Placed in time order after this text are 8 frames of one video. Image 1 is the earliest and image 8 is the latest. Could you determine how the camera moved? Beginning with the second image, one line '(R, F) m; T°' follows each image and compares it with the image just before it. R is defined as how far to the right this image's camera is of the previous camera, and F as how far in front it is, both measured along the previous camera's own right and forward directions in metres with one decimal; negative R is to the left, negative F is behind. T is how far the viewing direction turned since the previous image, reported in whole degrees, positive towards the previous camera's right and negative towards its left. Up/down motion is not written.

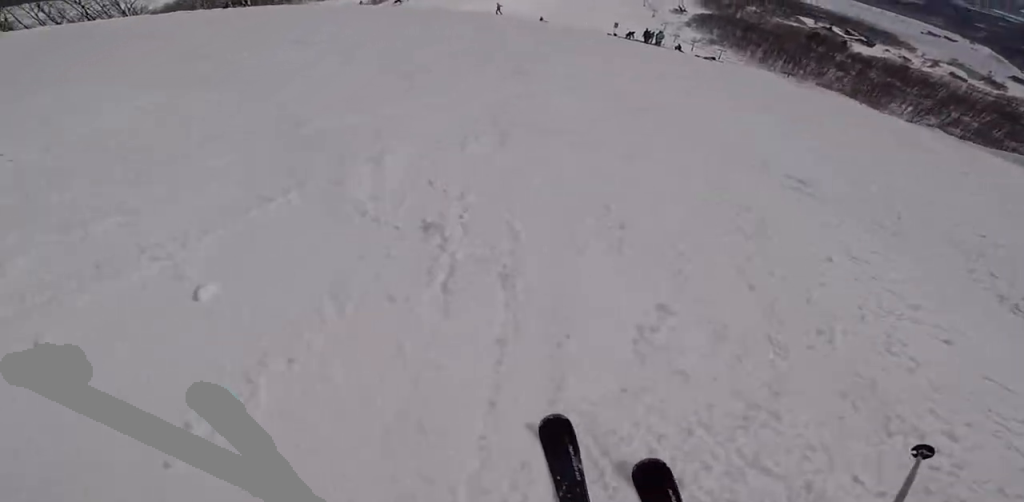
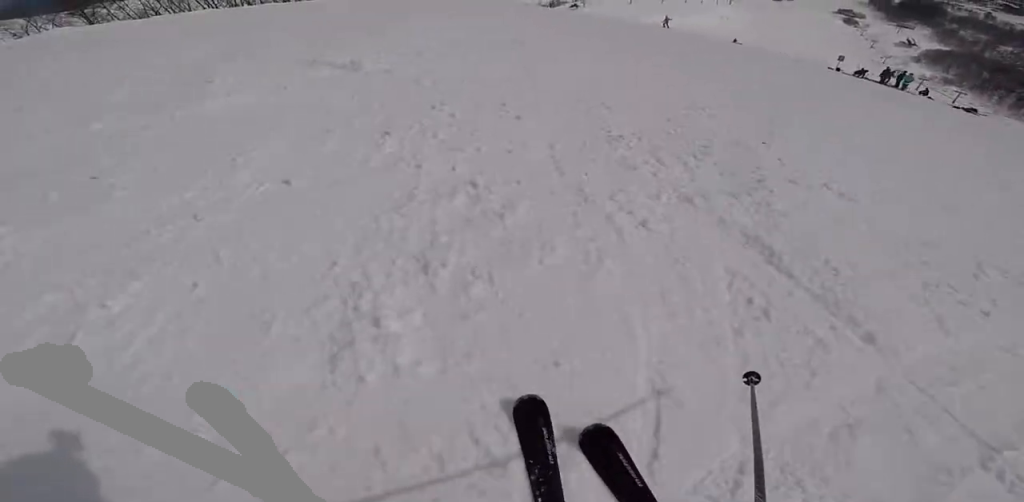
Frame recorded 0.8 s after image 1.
(0.0, +4.6) m; +8°
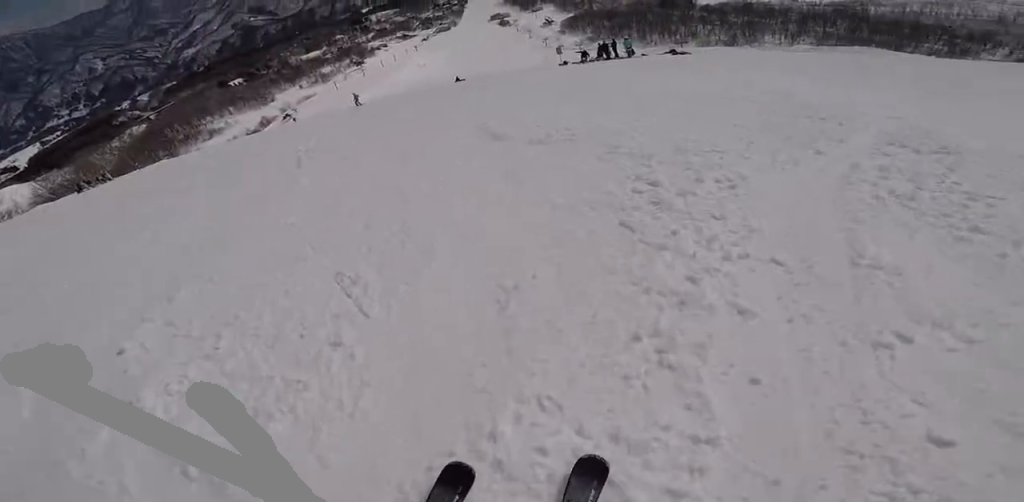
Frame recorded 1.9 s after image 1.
(+0.9, +7.2) m; +9°
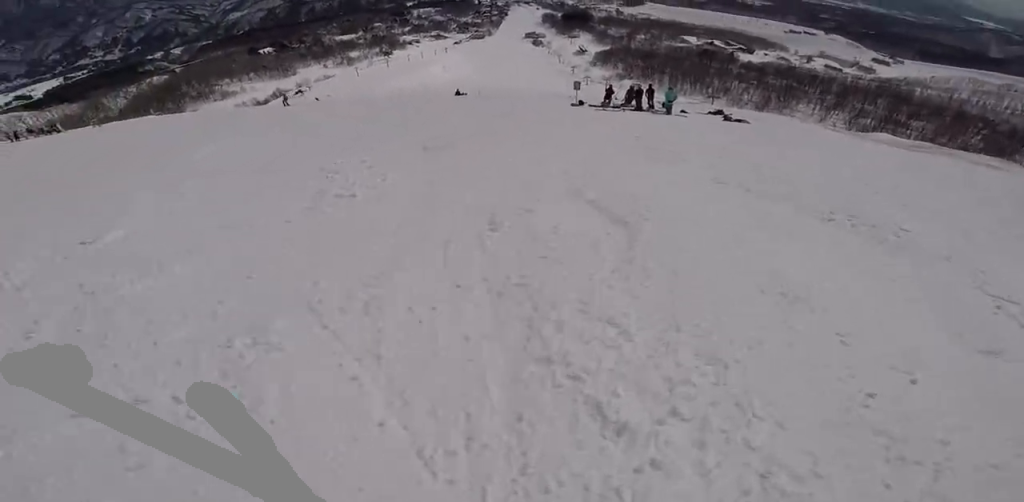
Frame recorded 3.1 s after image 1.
(-0.1, +7.9) m; -9°
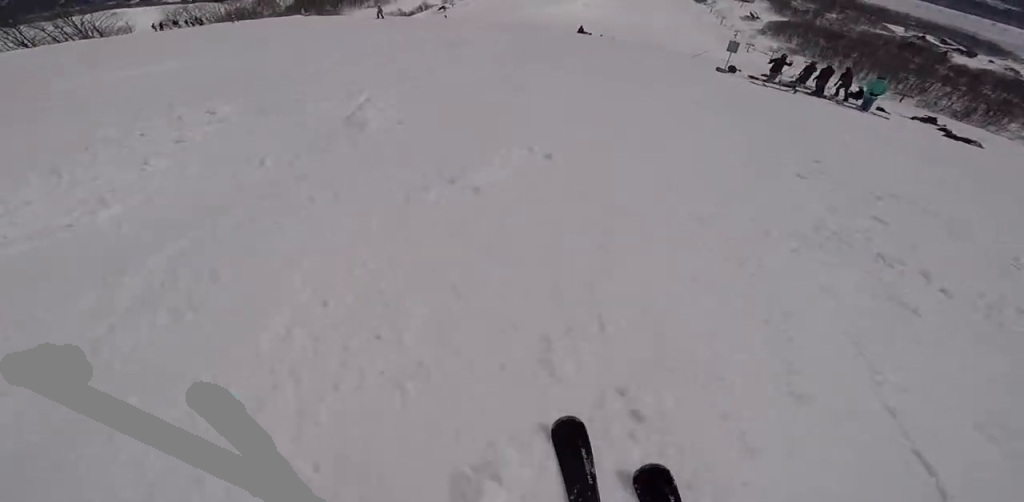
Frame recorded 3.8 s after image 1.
(+0.2, +4.2) m; -17°
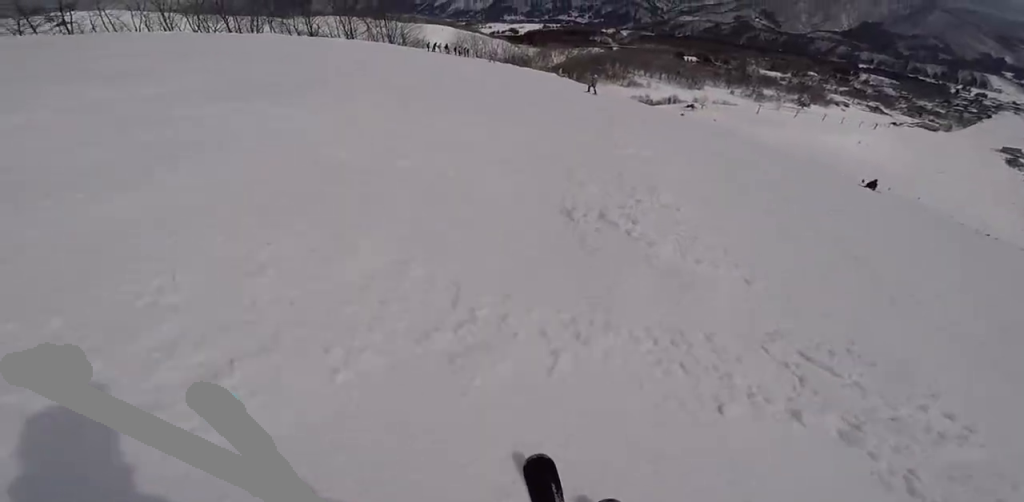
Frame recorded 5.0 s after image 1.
(-3.1, +7.0) m; -43°
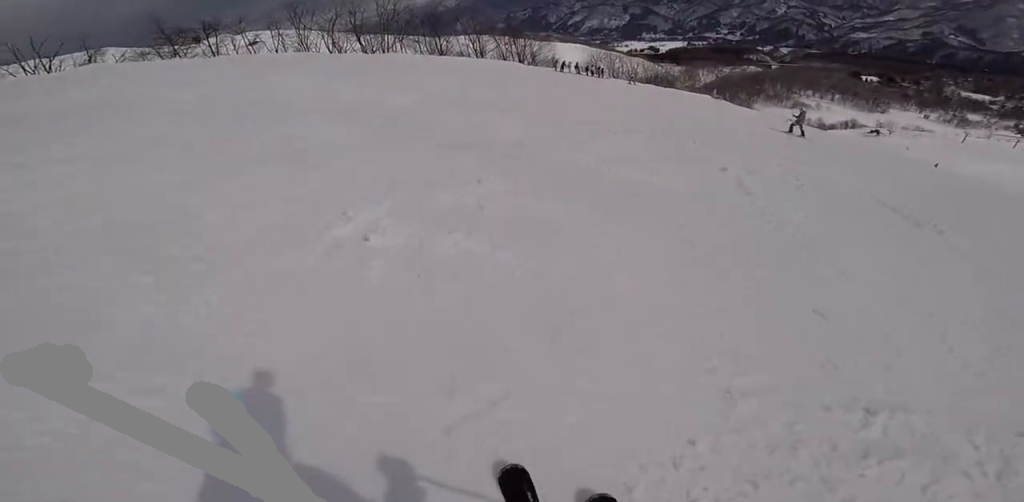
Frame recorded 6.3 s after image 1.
(-1.9, +7.0) m; -15°
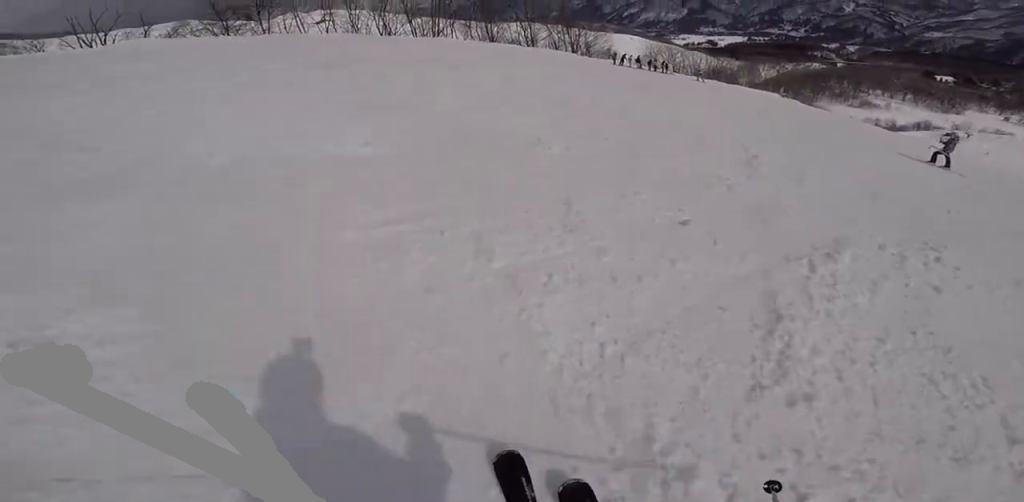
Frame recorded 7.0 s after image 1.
(0.0, +3.9) m; 0°
